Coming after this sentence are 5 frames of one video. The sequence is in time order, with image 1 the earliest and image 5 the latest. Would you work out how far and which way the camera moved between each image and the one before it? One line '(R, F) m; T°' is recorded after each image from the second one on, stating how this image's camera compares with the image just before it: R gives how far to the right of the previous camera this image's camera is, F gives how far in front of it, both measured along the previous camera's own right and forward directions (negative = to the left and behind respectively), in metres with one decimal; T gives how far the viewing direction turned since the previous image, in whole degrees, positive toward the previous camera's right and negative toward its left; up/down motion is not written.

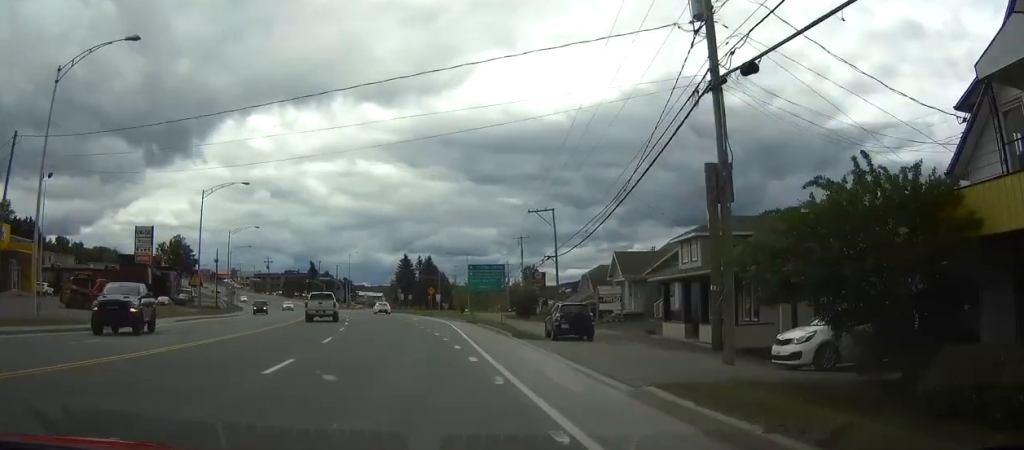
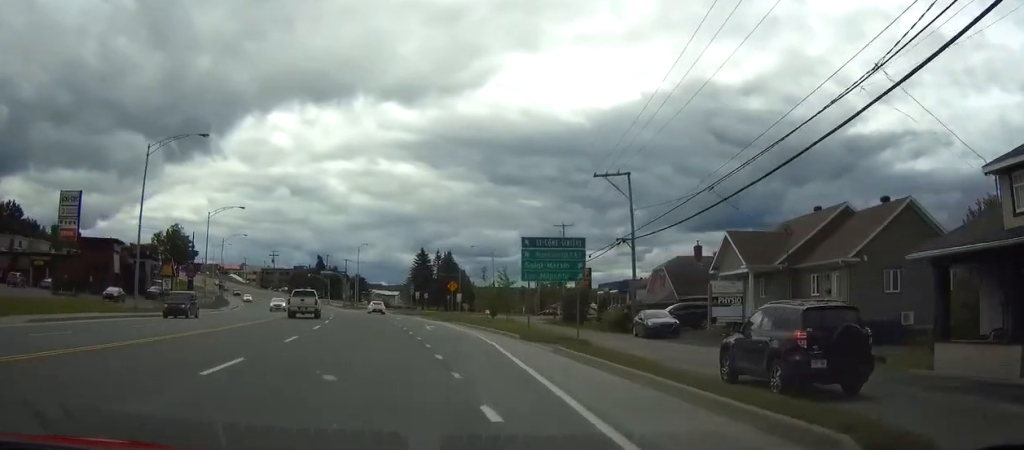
(-0.3, +19.4) m; -2°
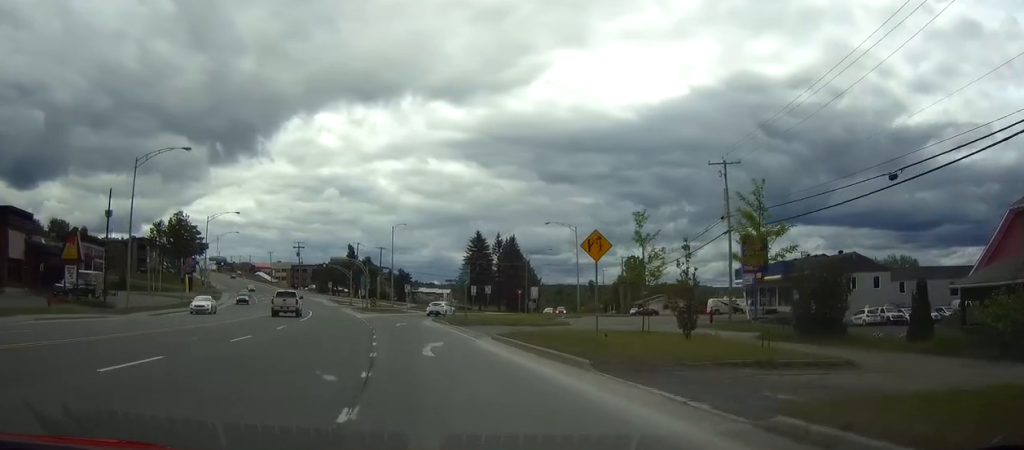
(-1.3, +36.5) m; -5°
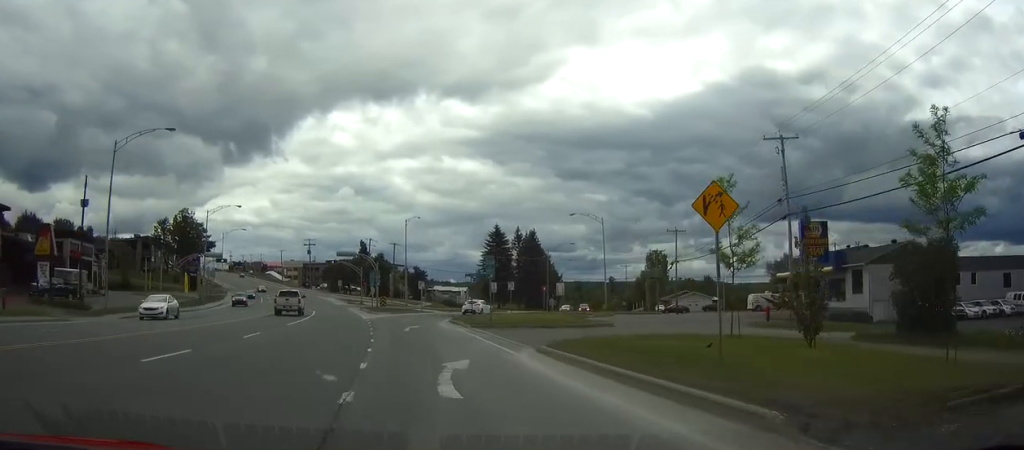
(-0.1, +6.7) m; -1°
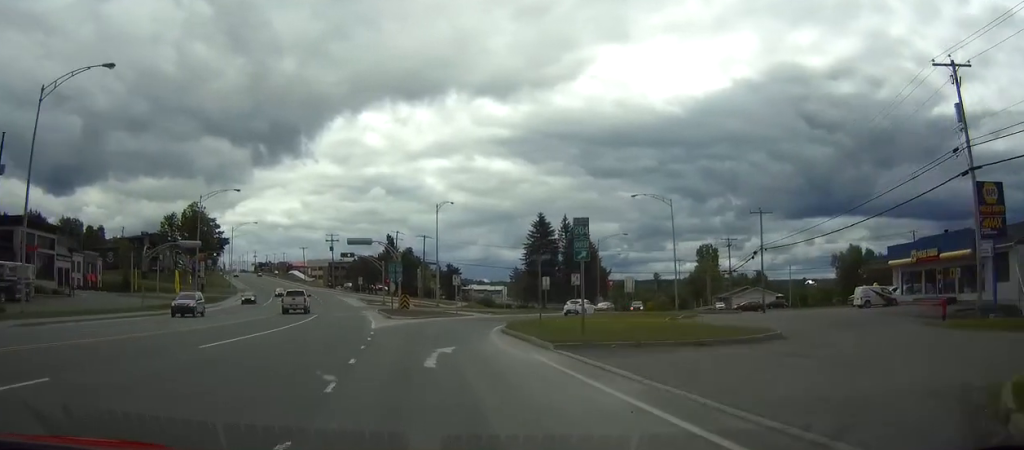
(-0.3, +14.9) m; -1°
